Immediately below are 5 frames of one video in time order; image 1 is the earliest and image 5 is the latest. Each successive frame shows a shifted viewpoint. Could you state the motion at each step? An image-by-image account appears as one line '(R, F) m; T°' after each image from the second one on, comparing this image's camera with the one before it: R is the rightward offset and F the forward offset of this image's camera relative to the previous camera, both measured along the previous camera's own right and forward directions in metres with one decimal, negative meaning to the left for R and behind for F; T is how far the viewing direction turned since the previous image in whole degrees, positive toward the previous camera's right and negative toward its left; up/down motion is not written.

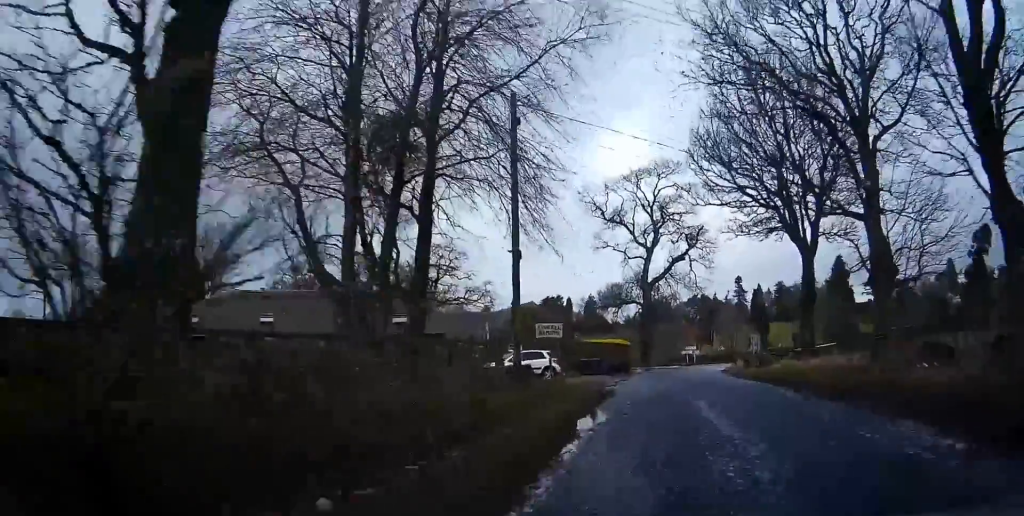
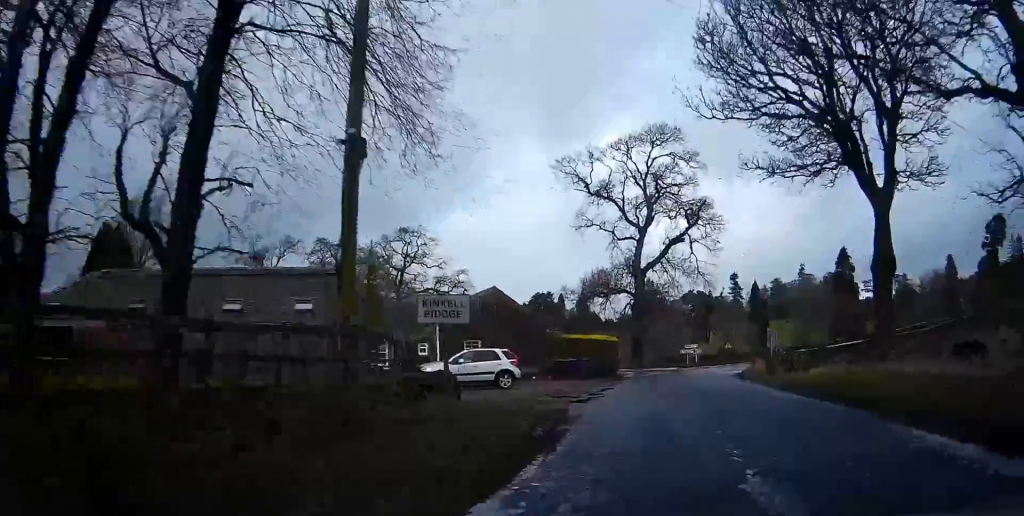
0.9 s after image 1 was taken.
(-0.1, +10.1) m; -1°
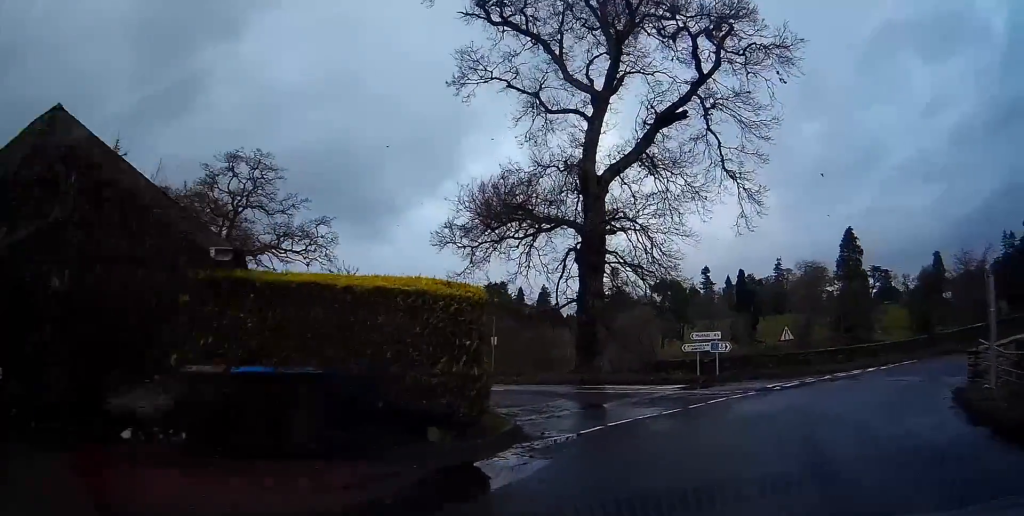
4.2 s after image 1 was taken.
(-0.7, +29.8) m; 0°
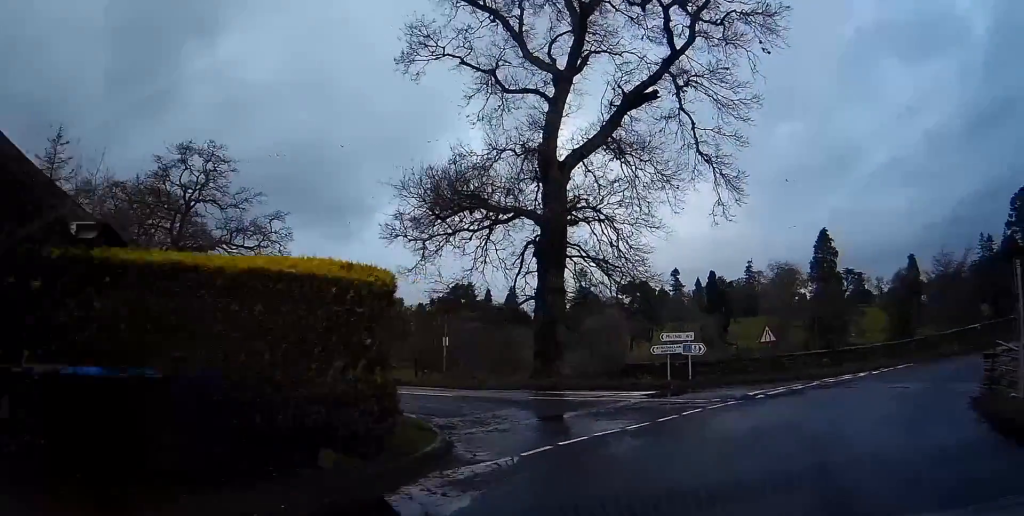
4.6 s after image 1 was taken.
(+0.2, +2.3) m; +3°
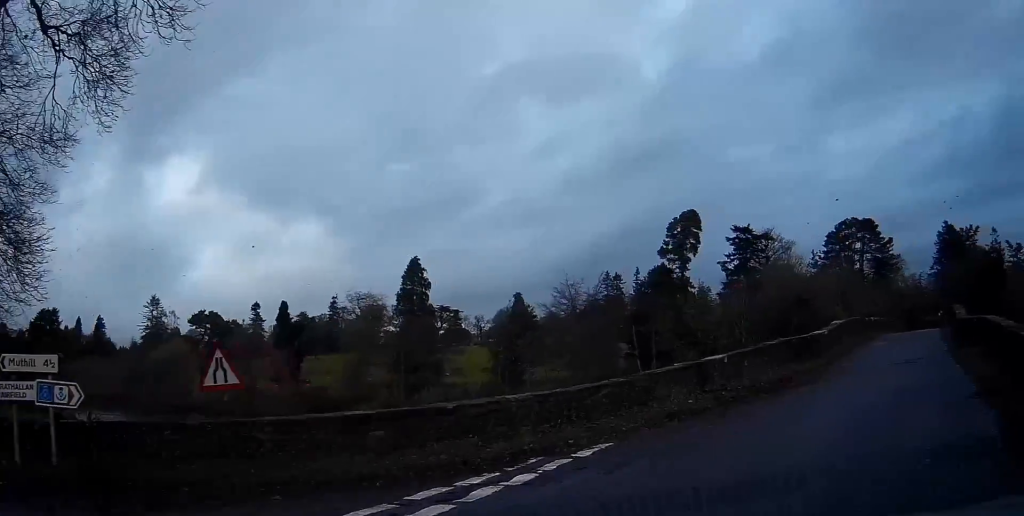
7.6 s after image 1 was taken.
(+4.4, +13.6) m; +41°
